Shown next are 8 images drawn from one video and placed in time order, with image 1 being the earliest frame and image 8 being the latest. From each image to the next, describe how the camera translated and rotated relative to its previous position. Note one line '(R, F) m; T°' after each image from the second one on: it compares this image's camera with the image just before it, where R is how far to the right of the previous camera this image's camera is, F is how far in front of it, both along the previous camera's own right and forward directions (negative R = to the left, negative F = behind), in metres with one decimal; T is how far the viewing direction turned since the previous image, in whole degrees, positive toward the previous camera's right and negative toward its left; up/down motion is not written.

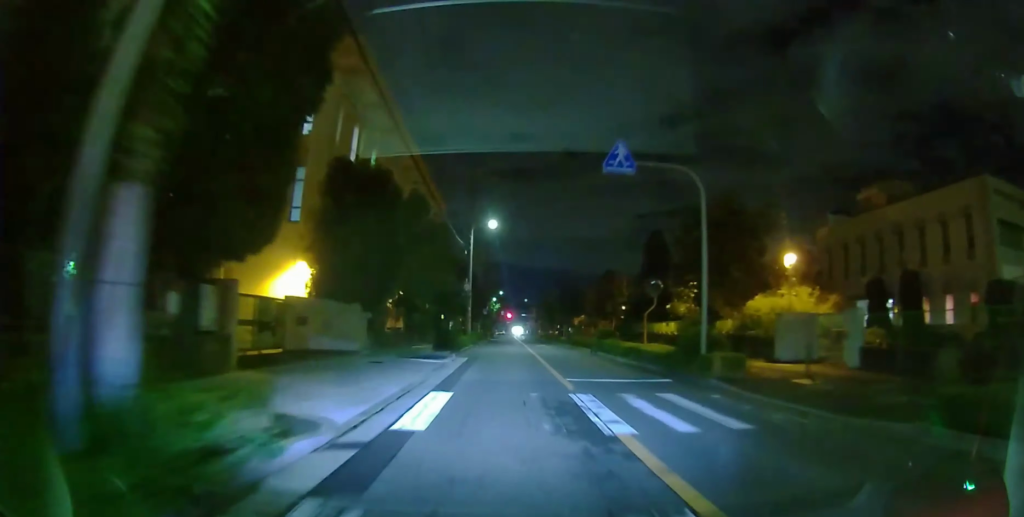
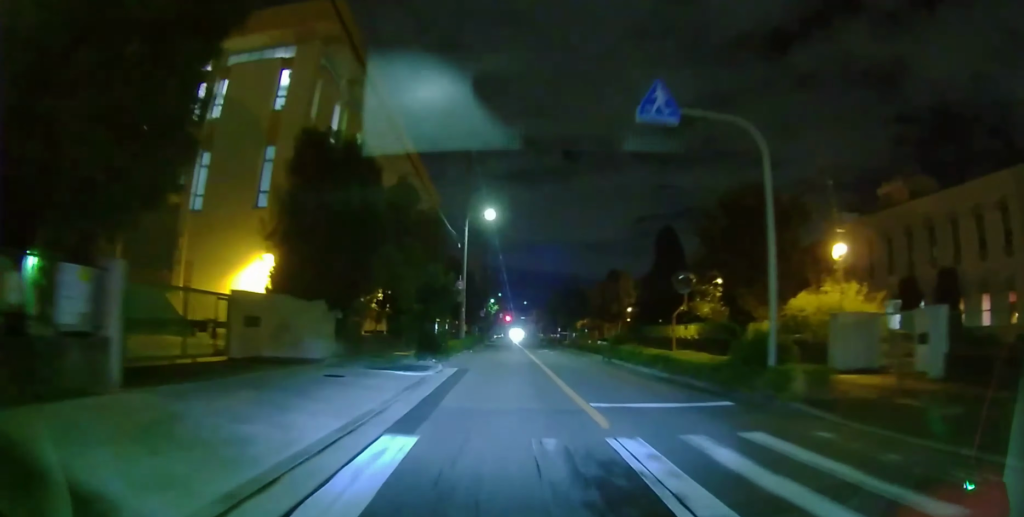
(0.0, +4.2) m; 0°
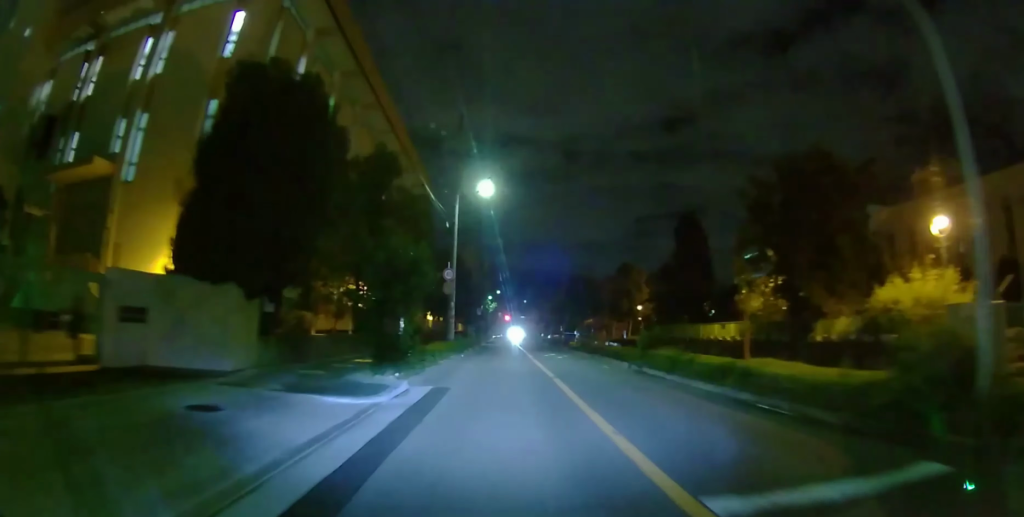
(0.0, +6.0) m; 0°
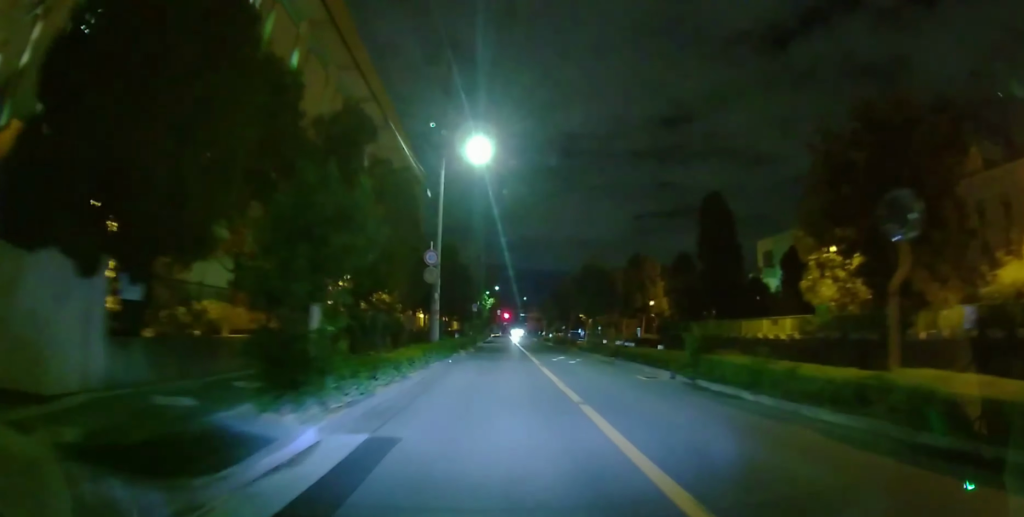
(0.0, +5.7) m; 0°
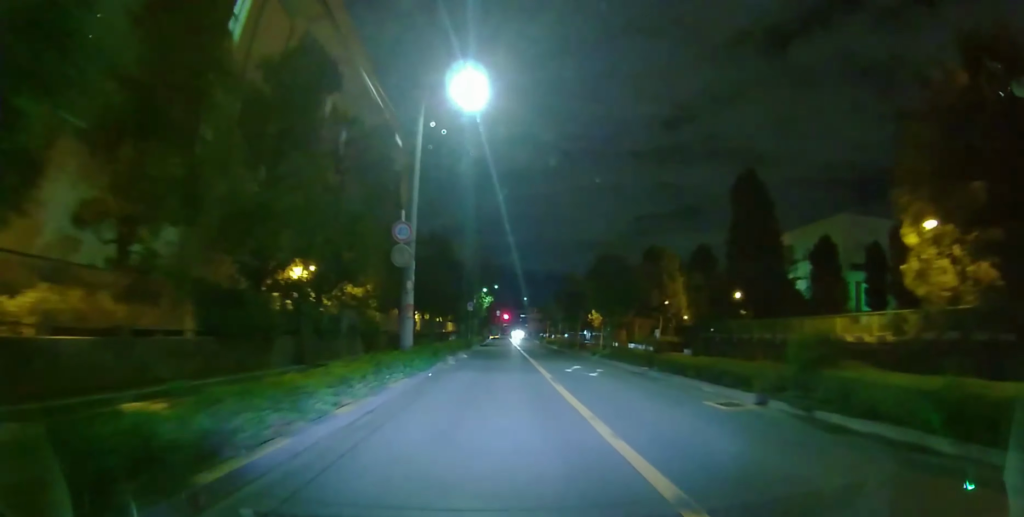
(0.0, +5.7) m; 0°
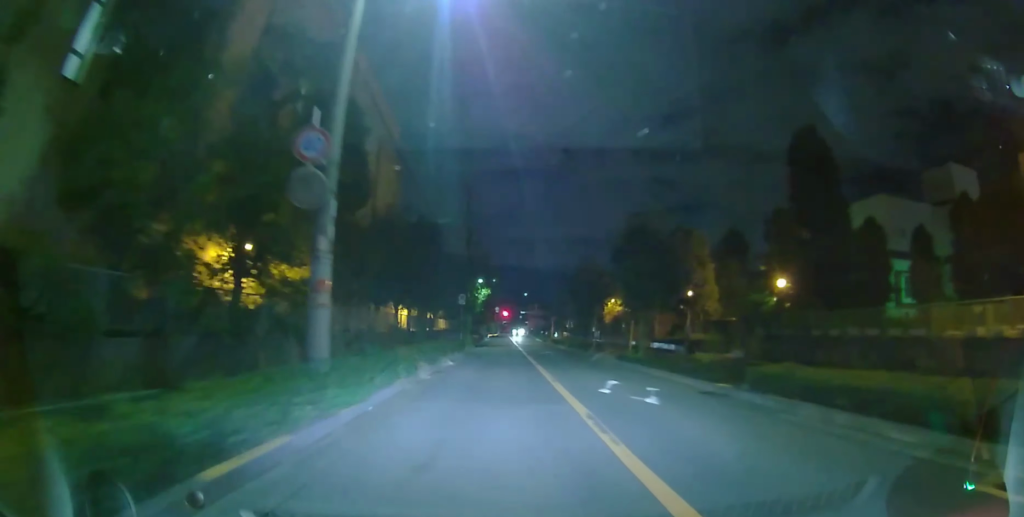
(0.0, +6.9) m; 0°
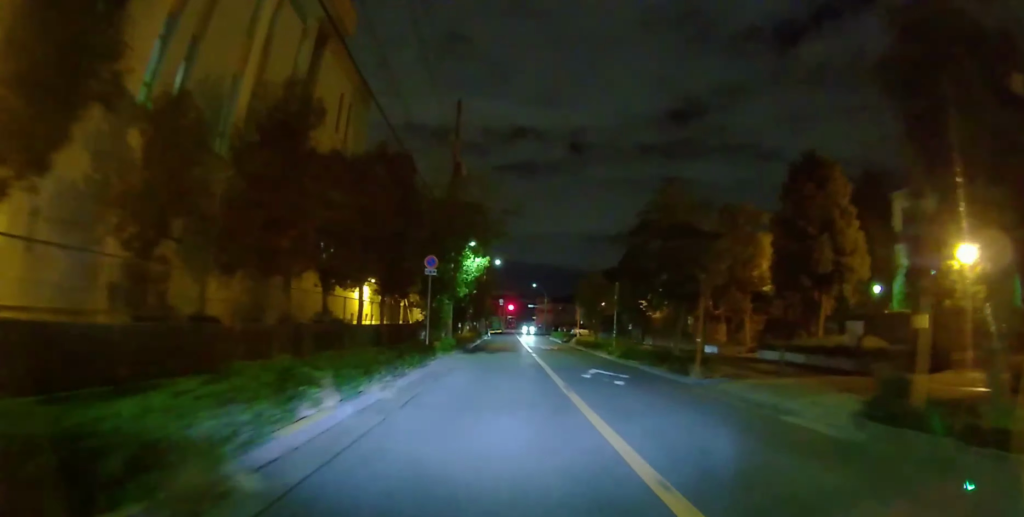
(-0.2, +16.8) m; -2°
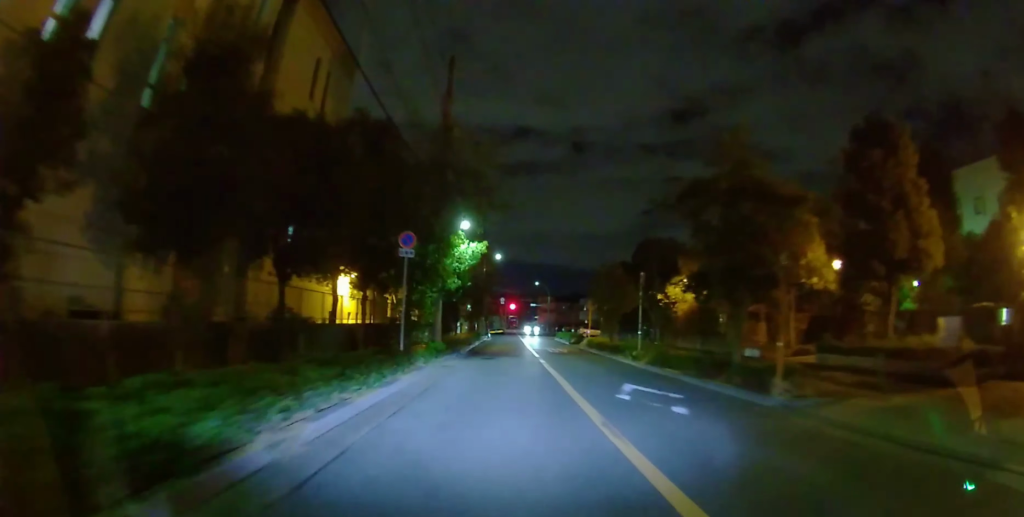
(0.0, +5.0) m; 0°
